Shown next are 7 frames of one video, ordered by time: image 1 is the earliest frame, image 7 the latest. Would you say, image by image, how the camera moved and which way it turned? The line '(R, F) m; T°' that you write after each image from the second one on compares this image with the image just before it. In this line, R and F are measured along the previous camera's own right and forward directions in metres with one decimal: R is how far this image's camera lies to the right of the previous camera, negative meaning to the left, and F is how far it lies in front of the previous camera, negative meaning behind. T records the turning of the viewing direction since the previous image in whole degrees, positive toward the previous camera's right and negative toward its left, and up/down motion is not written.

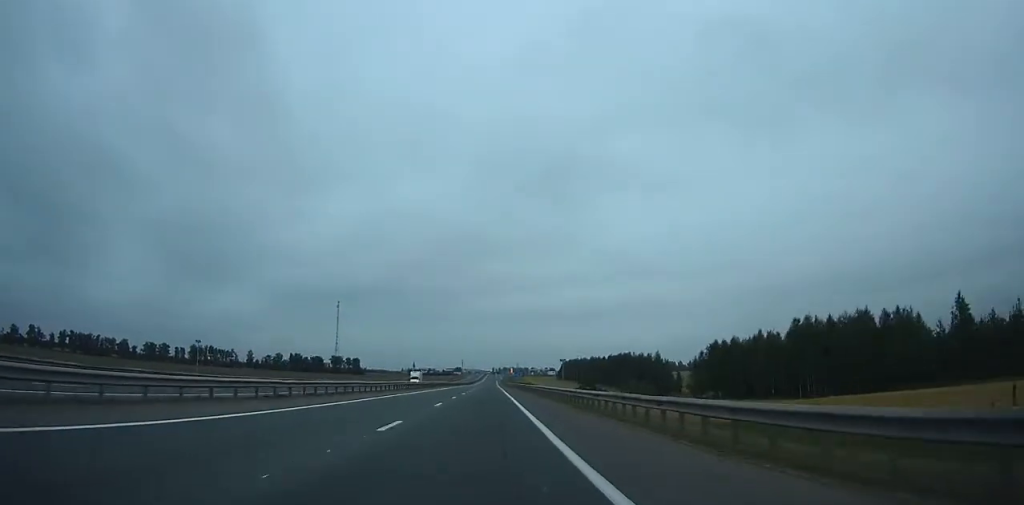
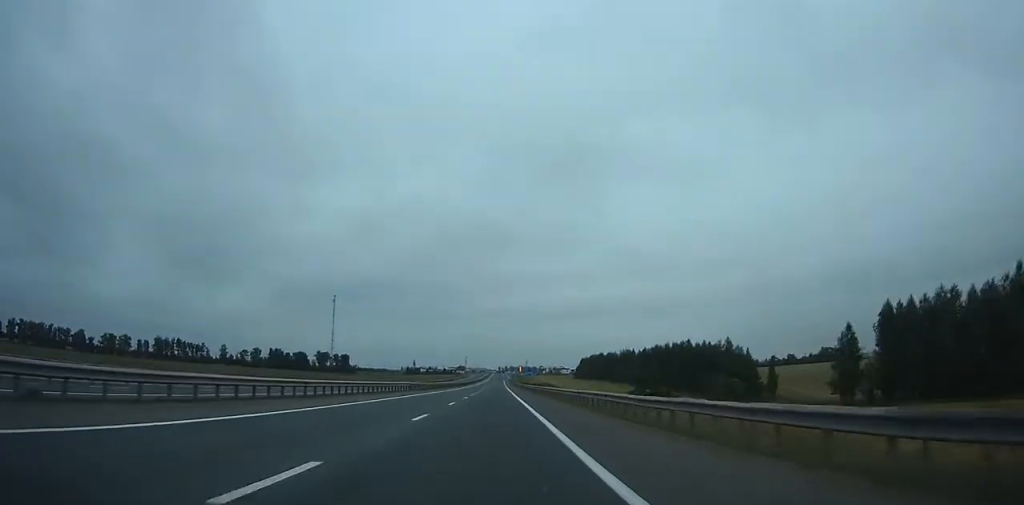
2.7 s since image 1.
(-0.6, +70.2) m; -1°
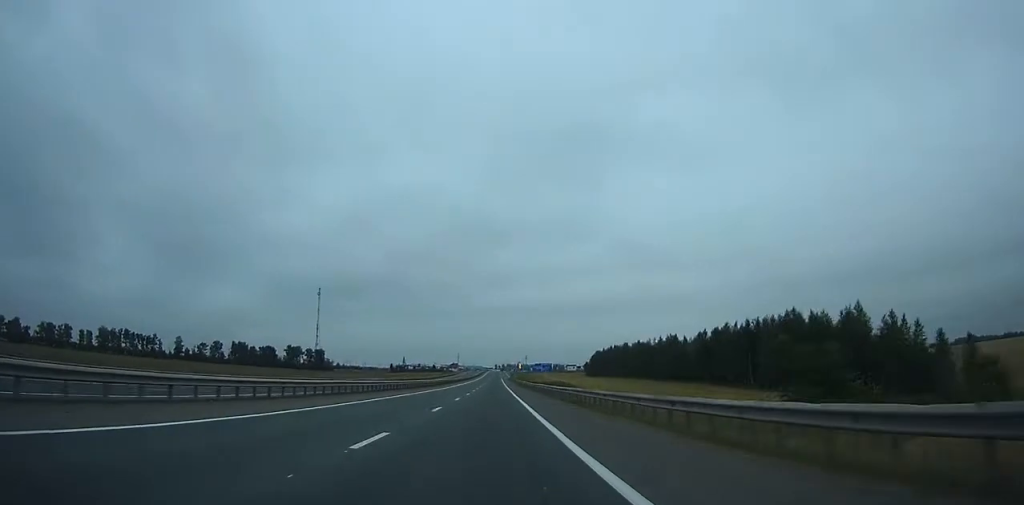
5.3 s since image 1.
(-0.1, +67.4) m; 0°
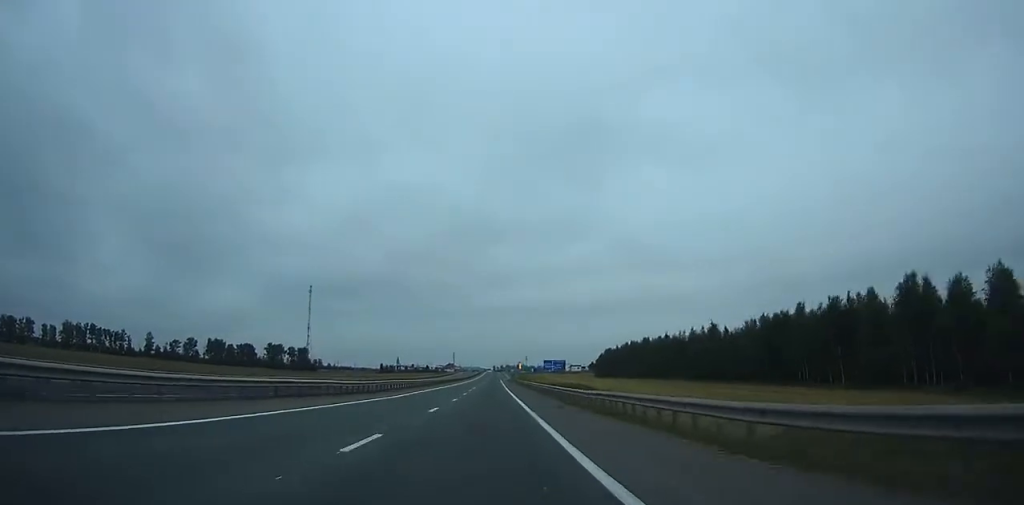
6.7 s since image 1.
(+0.1, +36.3) m; 0°
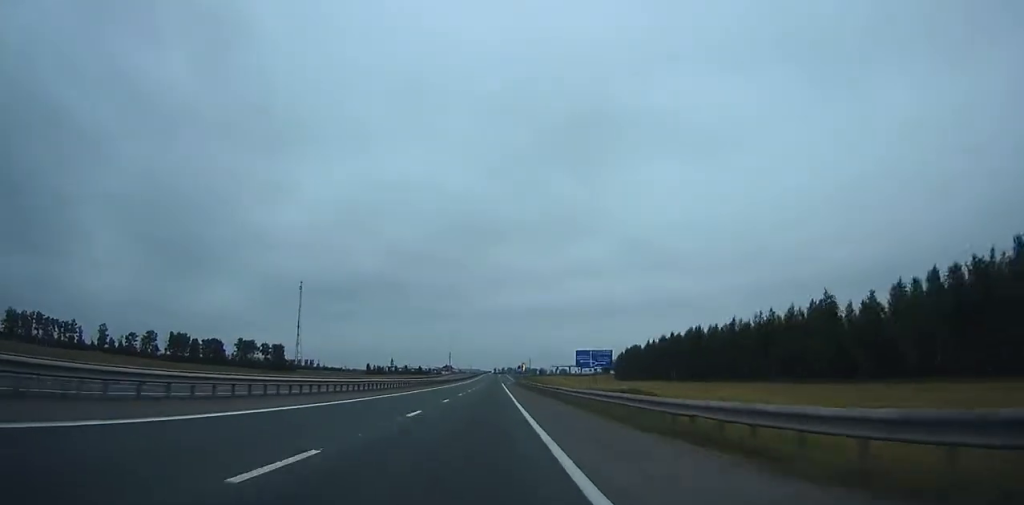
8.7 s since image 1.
(0.0, +51.8) m; 0°
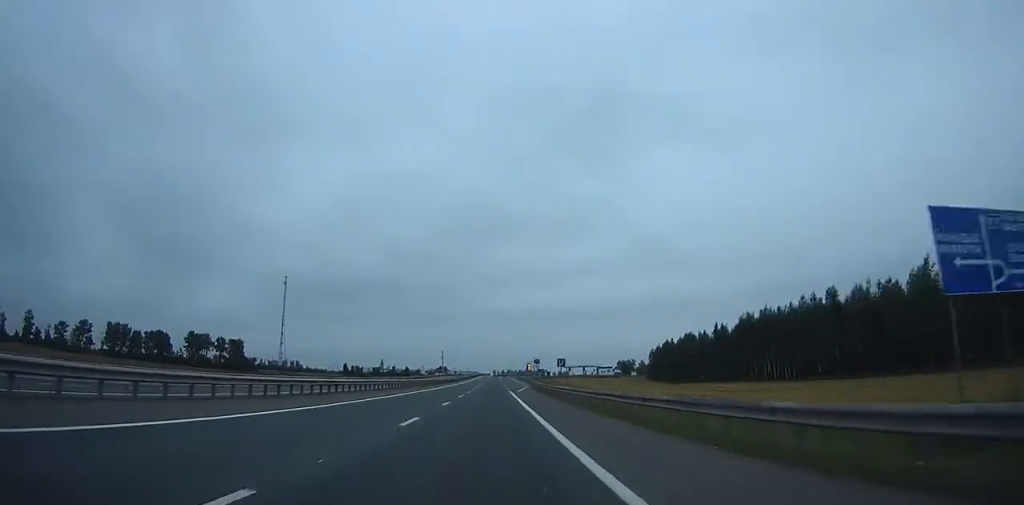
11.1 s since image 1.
(-0.1, +61.9) m; 0°
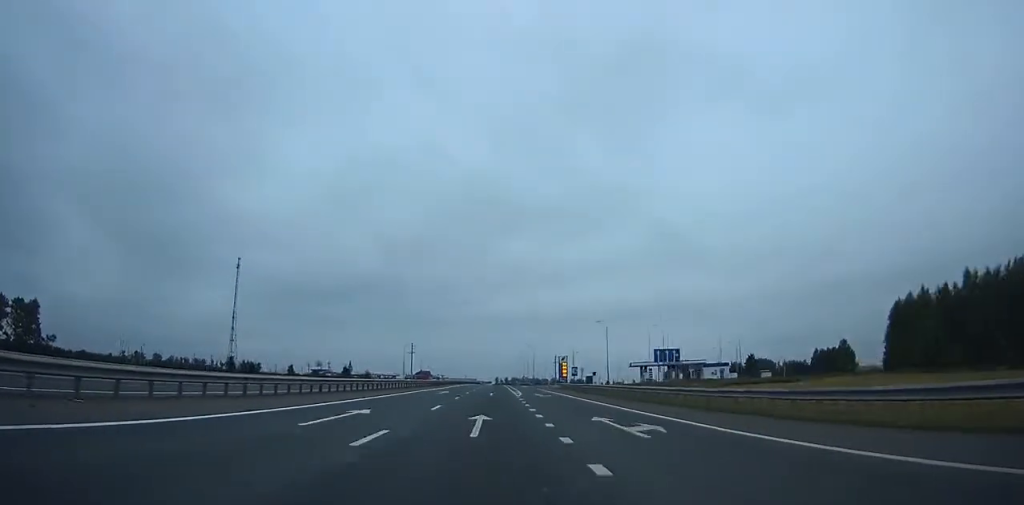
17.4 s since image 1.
(+0.4, +155.1) m; 0°
